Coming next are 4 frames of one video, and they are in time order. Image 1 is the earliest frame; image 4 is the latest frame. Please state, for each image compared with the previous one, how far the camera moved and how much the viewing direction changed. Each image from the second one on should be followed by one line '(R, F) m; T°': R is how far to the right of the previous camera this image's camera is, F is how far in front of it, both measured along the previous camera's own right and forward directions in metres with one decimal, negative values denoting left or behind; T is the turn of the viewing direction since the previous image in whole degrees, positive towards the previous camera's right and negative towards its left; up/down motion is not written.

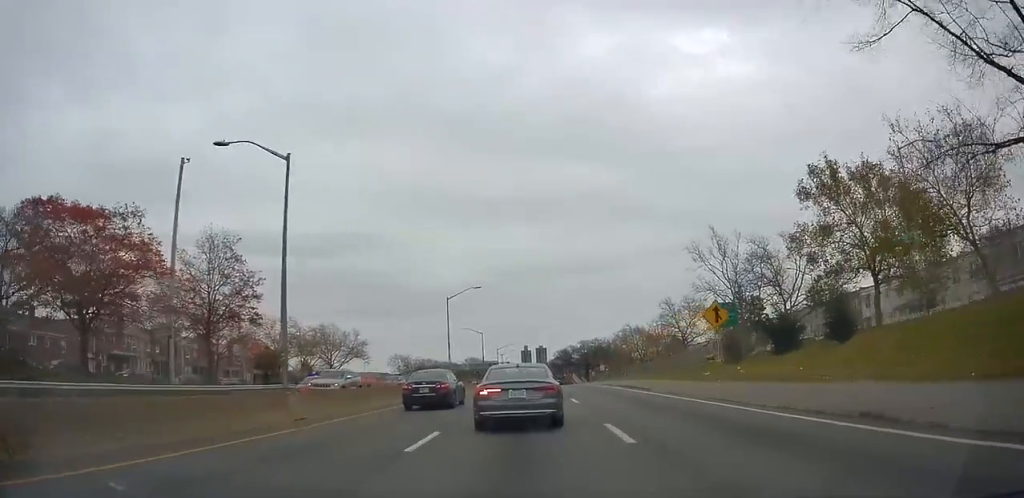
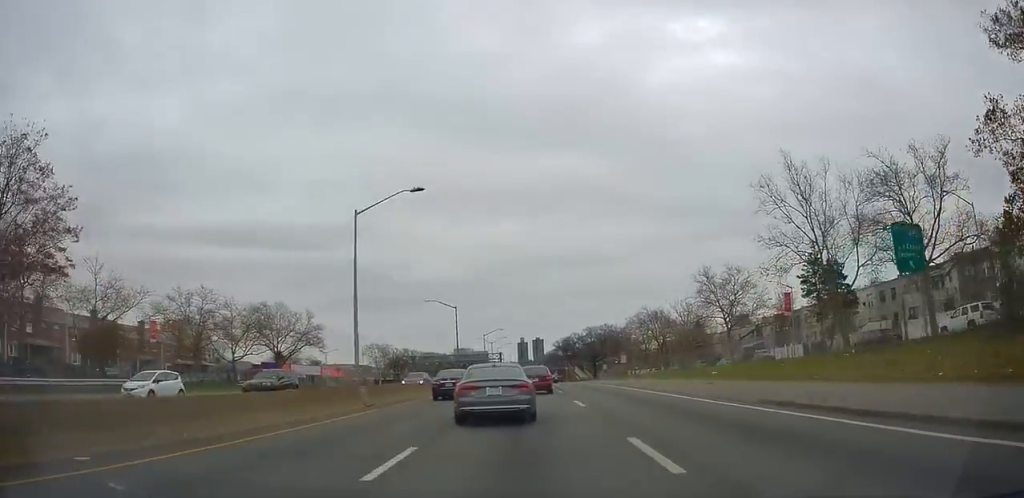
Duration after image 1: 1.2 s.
(+0.4, +27.5) m; +2°
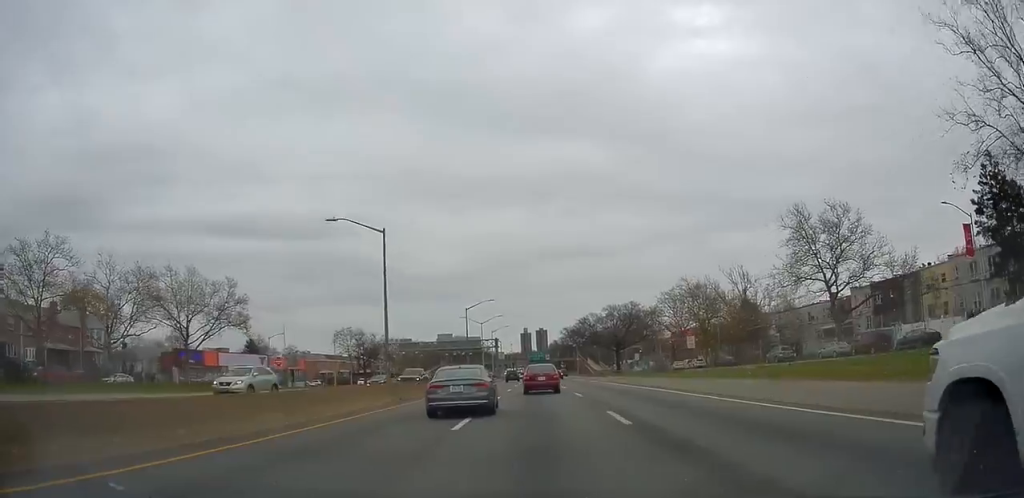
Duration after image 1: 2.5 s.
(+0.1, +30.3) m; 0°
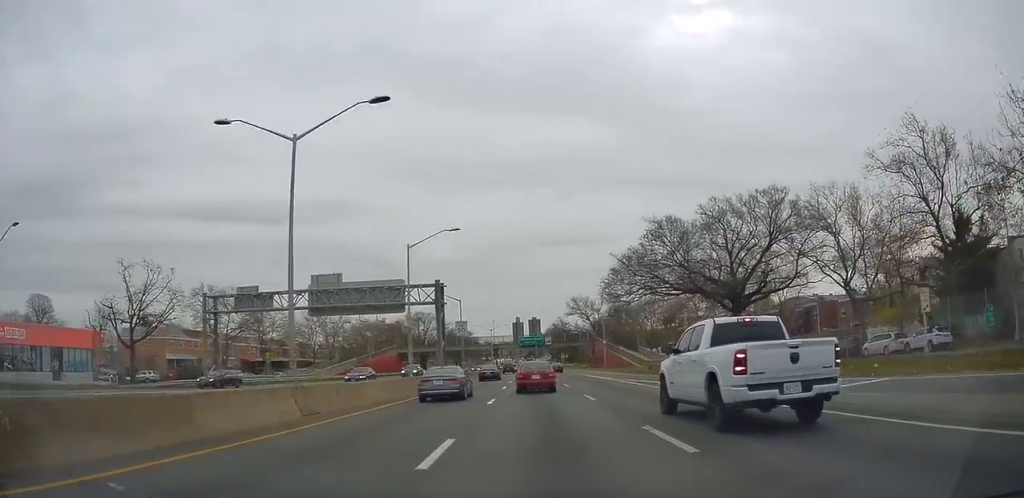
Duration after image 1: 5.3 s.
(0.0, +64.1) m; 0°
